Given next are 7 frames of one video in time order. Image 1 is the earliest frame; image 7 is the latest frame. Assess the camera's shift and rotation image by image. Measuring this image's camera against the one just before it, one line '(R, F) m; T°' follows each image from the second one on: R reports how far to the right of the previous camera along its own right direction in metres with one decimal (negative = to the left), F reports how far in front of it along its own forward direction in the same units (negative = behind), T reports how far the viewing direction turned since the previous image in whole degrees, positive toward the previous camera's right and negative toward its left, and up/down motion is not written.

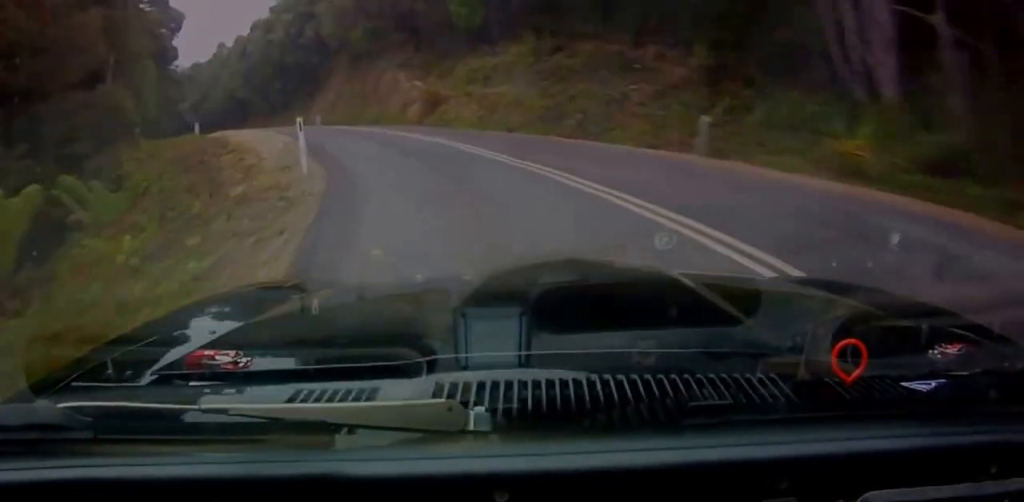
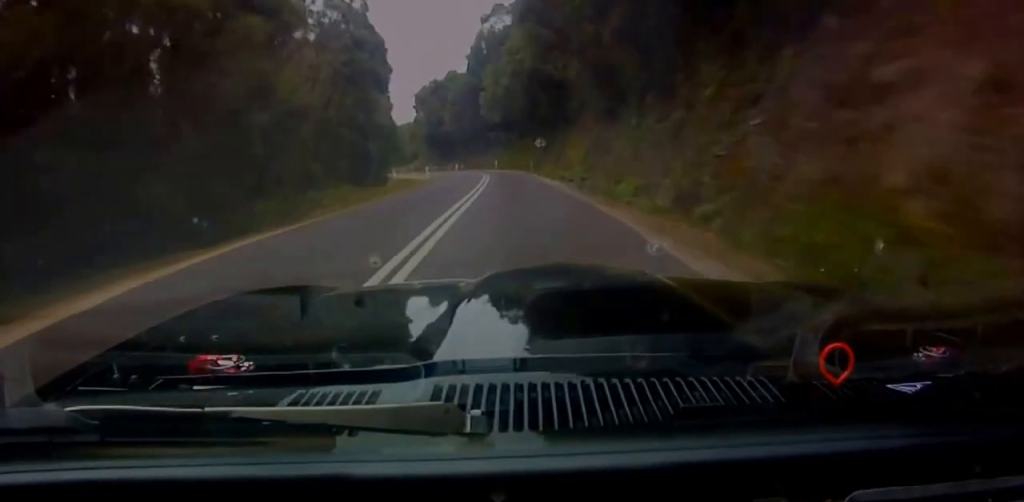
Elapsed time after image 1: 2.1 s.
(-14.7, +52.4) m; -27°
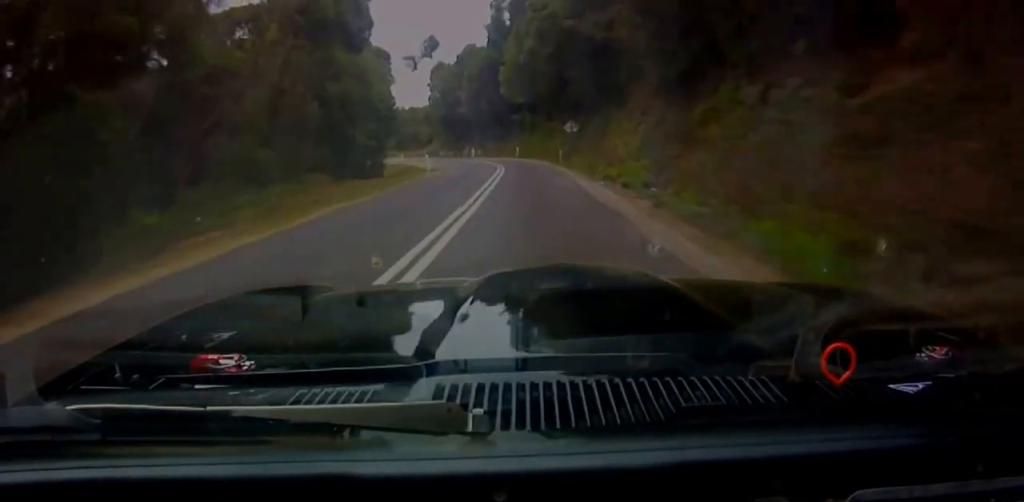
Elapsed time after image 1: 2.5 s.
(0.0, +11.7) m; -4°
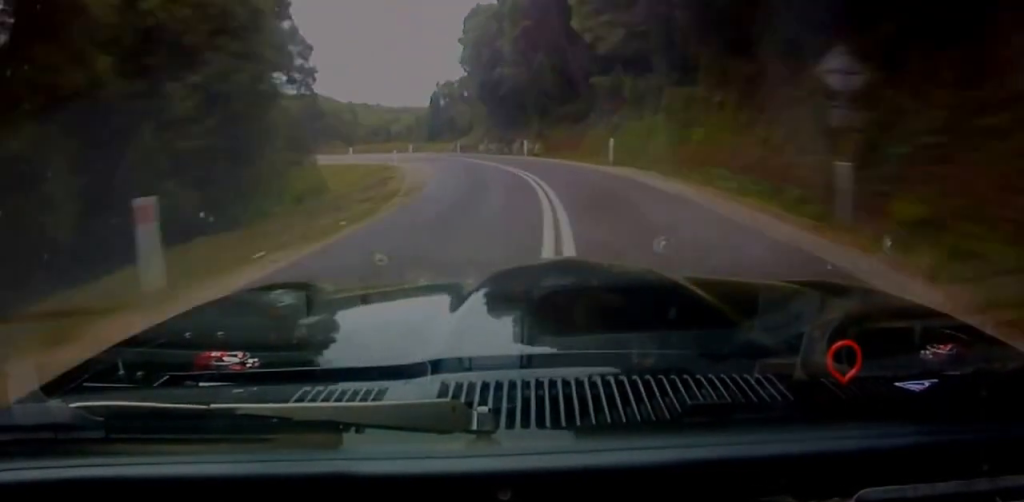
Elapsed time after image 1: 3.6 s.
(-3.8, +35.6) m; -13°
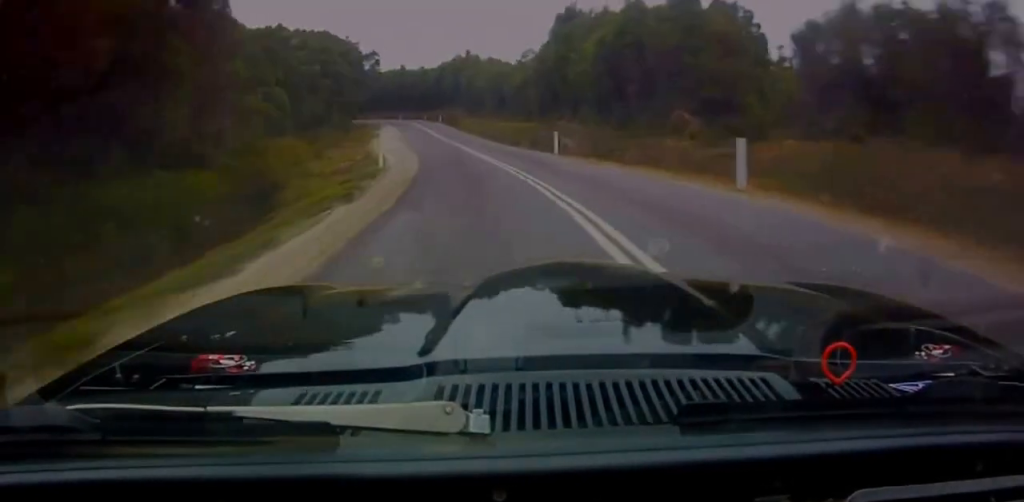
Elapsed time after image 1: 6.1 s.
(-28.4, +81.2) m; -36°
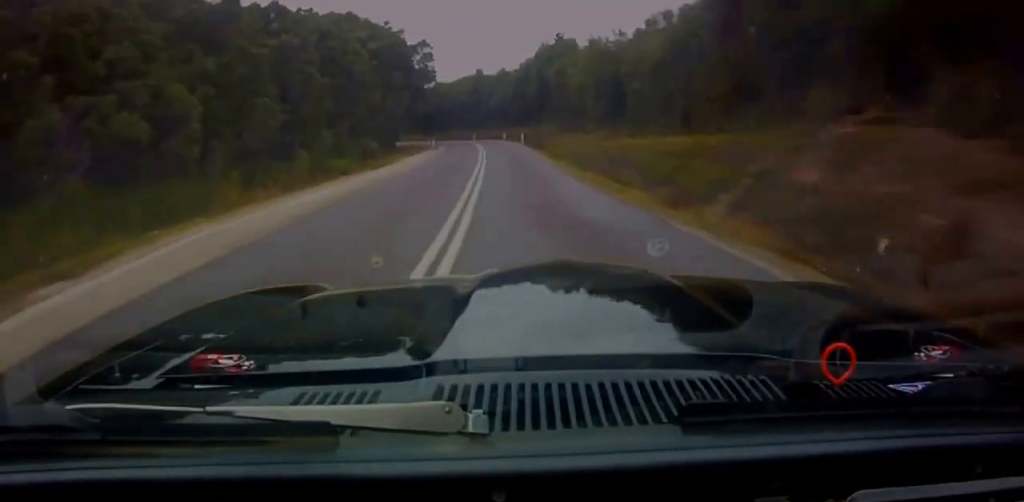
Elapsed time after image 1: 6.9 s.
(-2.6, +32.7) m; -7°
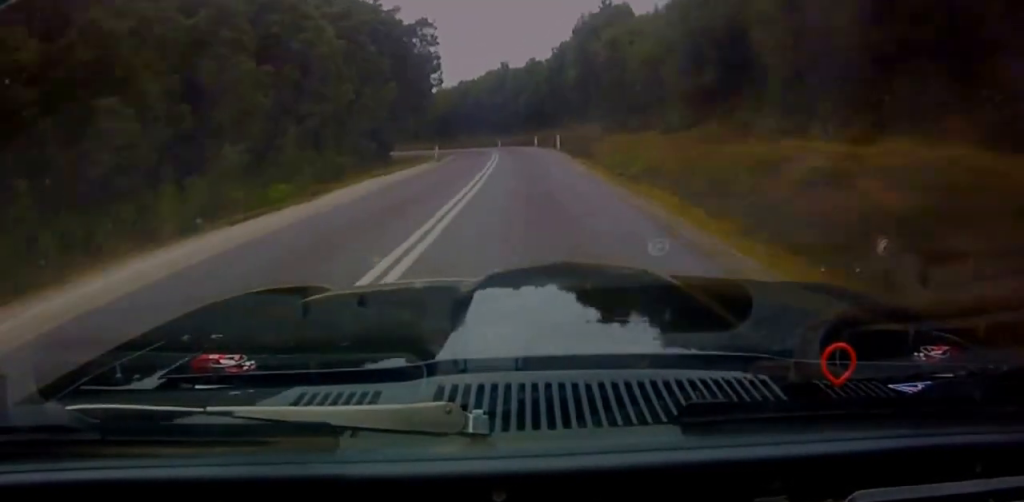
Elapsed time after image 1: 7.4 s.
(-0.2, +17.7) m; -3°
